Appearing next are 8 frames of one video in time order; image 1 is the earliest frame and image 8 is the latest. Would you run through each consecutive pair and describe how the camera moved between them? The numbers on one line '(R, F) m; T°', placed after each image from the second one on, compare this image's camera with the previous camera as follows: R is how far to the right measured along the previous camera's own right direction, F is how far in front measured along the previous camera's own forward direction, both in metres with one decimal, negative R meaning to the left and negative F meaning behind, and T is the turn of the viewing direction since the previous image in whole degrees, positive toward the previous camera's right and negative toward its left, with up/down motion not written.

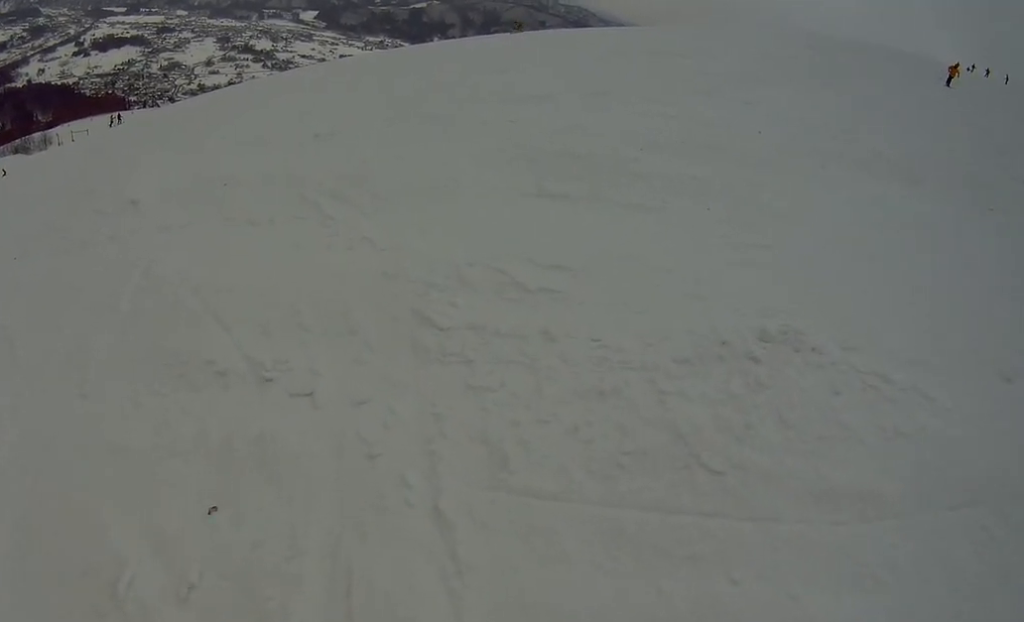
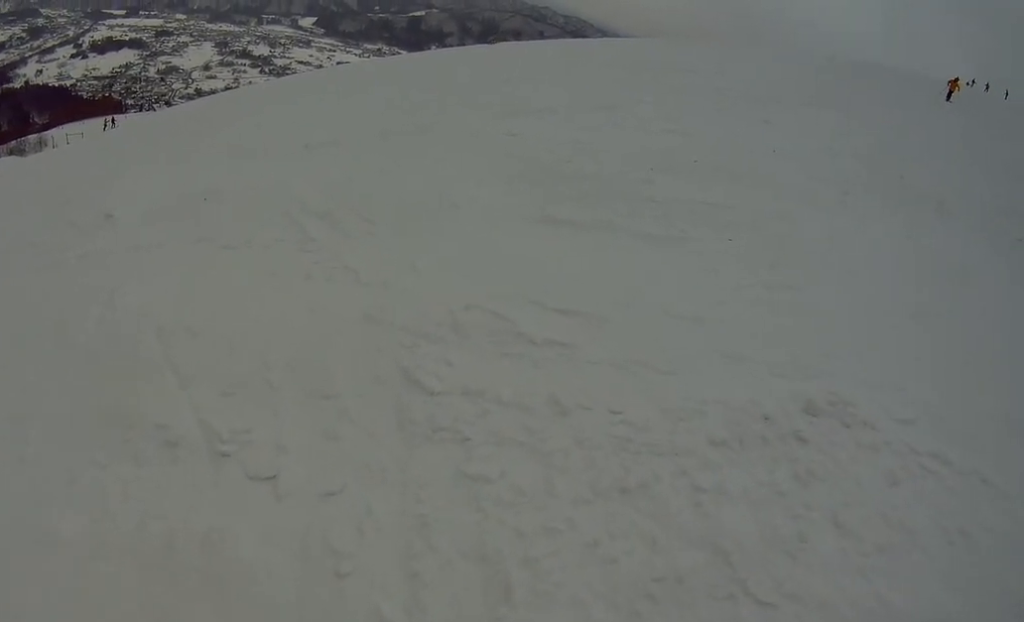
(+0.1, +1.3) m; +6°
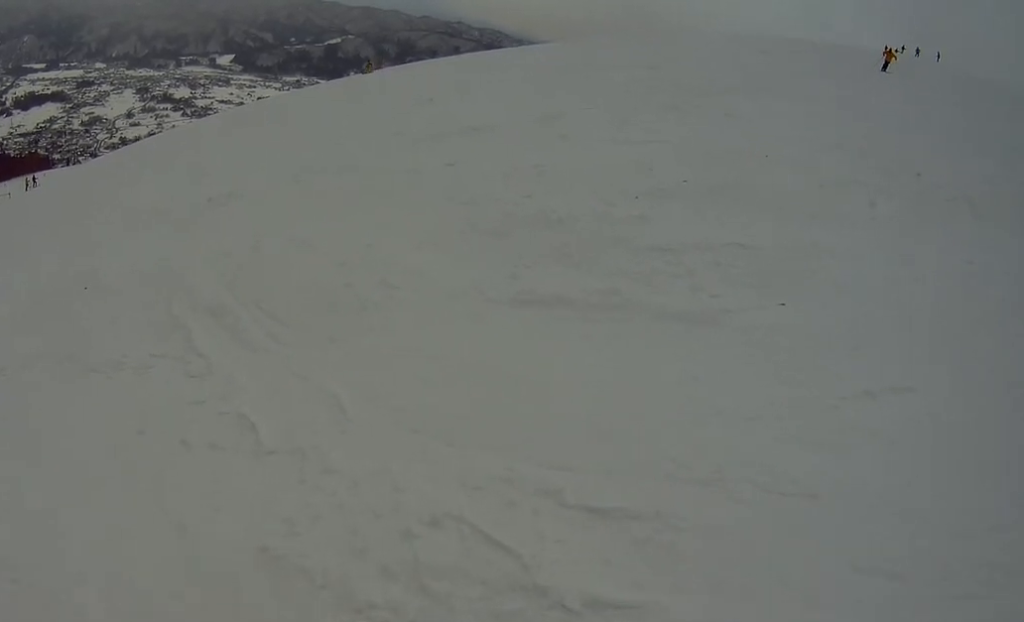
(+0.3, +2.9) m; +8°
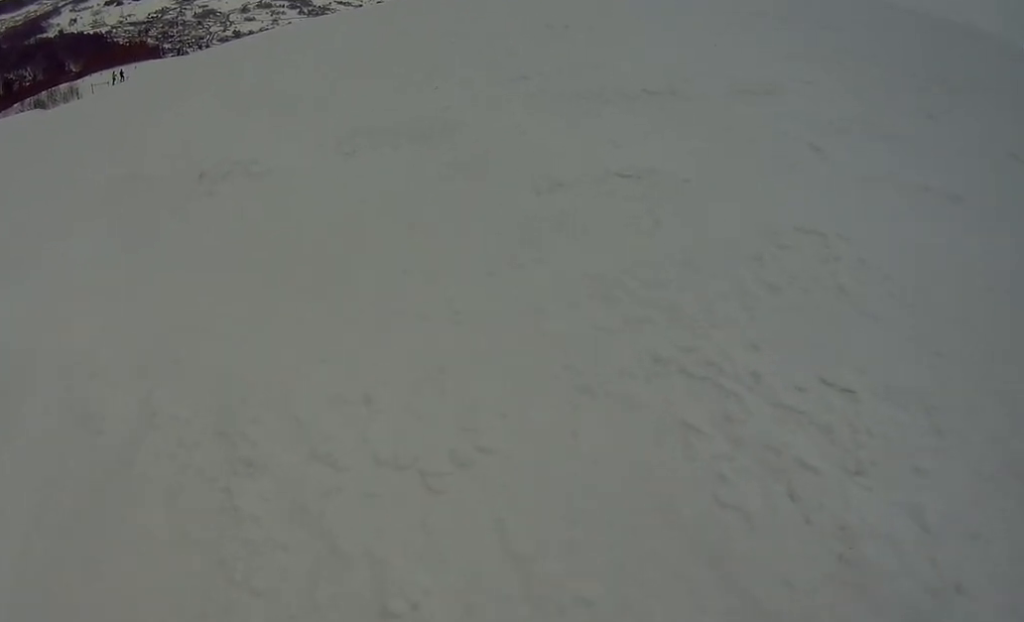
(-0.7, +6.4) m; -20°
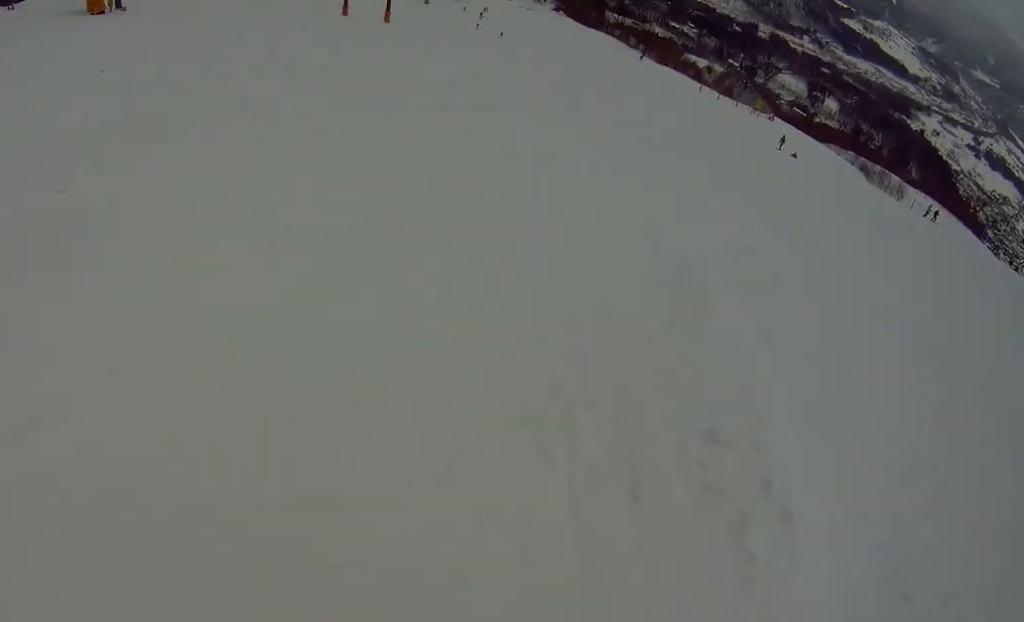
(-1.4, +4.9) m; -26°
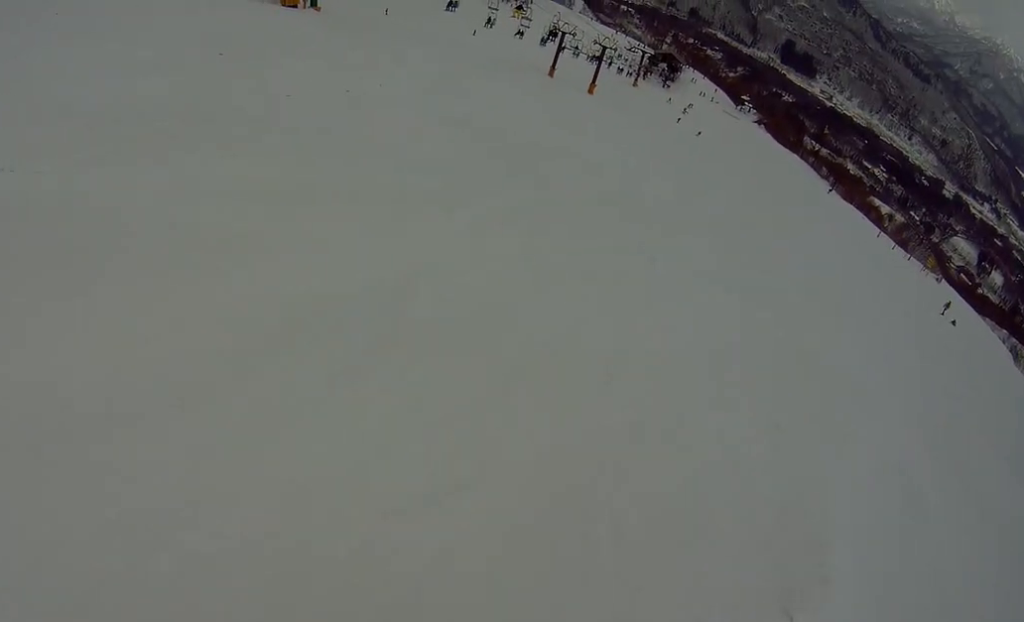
(-0.9, +2.0) m; 0°
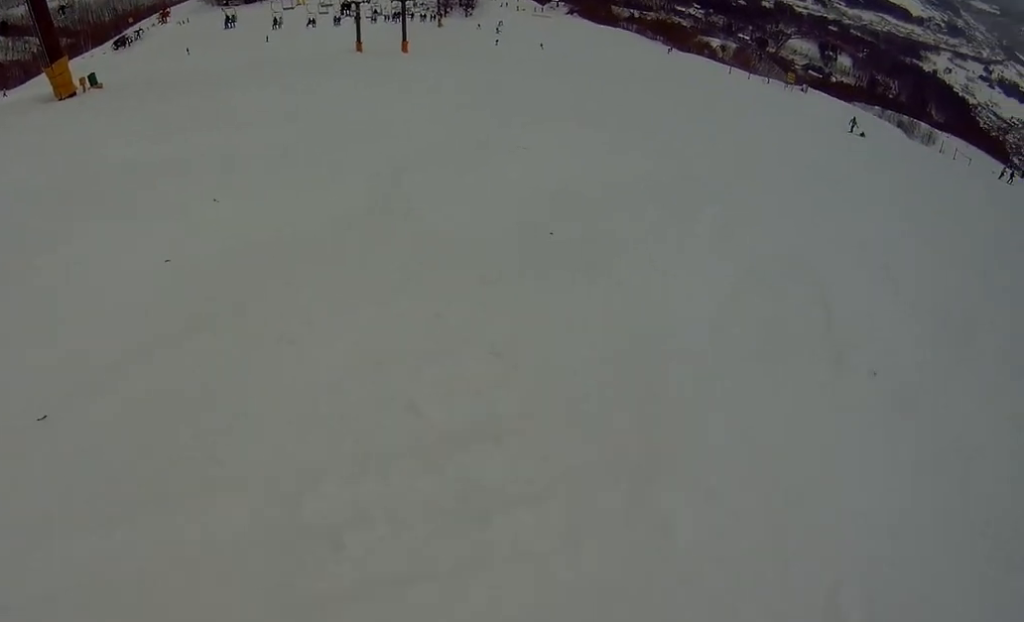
(+2.3, +5.5) m; +24°
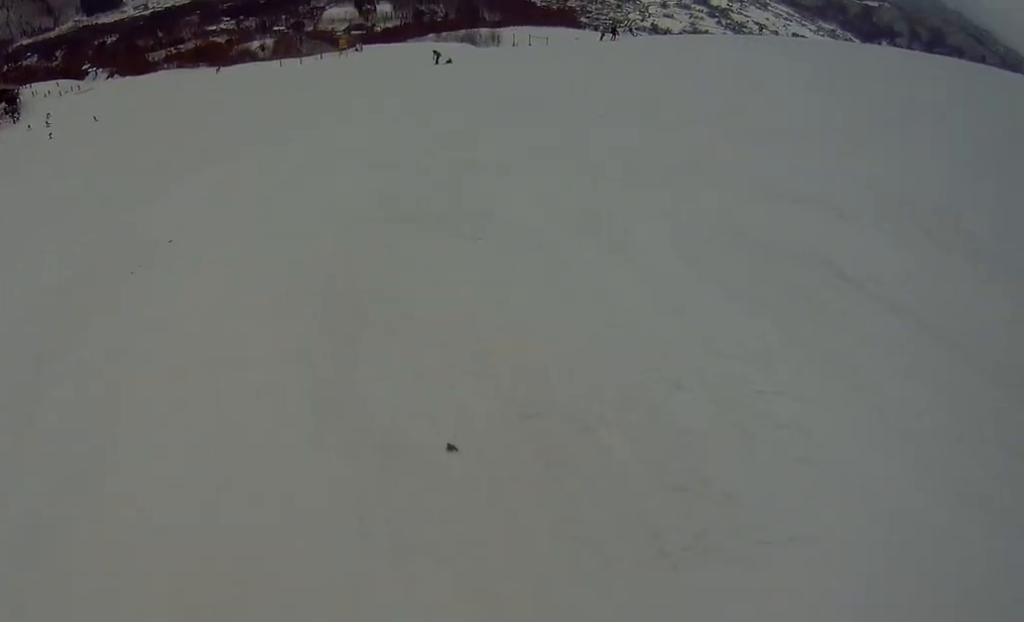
(0.0, +3.8) m; -3°
